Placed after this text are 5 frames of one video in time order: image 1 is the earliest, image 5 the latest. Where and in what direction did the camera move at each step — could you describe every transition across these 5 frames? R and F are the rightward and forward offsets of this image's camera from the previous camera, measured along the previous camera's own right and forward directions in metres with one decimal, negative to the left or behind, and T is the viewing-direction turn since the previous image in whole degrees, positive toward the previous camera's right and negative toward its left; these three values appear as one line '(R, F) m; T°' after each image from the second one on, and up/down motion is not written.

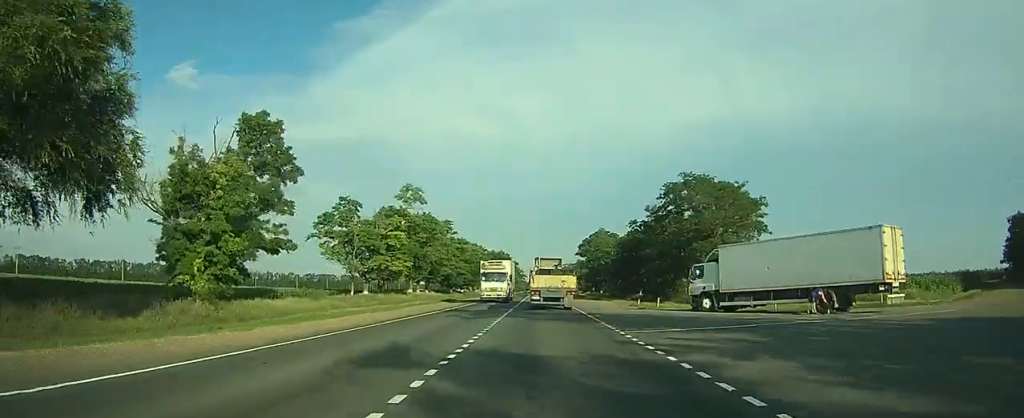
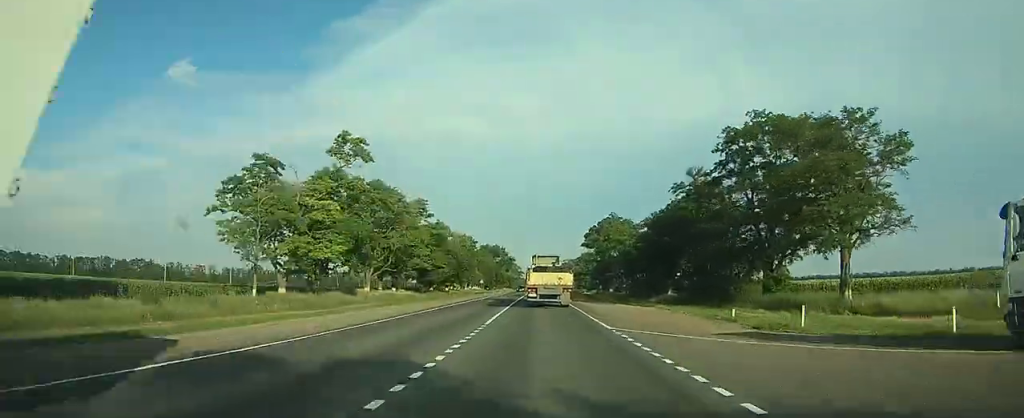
(0.0, +24.0) m; 0°
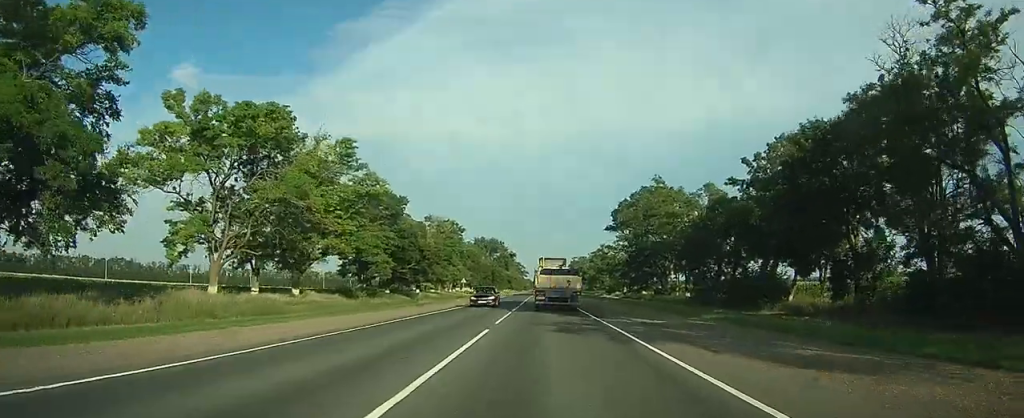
(-0.1, +36.9) m; -1°
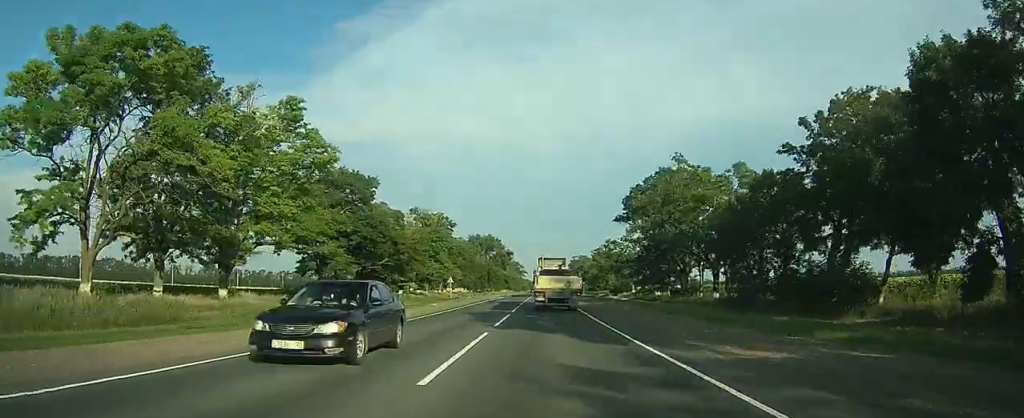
(-0.3, +11.8) m; +1°
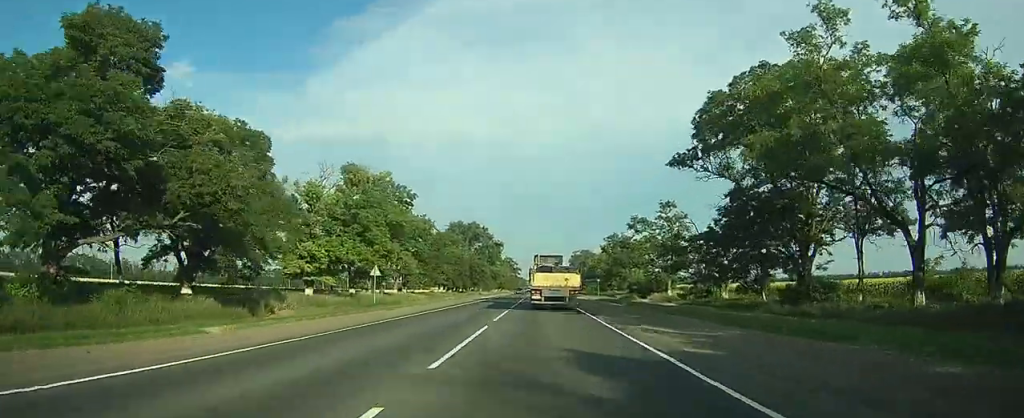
(+1.1, +33.9) m; +2°
